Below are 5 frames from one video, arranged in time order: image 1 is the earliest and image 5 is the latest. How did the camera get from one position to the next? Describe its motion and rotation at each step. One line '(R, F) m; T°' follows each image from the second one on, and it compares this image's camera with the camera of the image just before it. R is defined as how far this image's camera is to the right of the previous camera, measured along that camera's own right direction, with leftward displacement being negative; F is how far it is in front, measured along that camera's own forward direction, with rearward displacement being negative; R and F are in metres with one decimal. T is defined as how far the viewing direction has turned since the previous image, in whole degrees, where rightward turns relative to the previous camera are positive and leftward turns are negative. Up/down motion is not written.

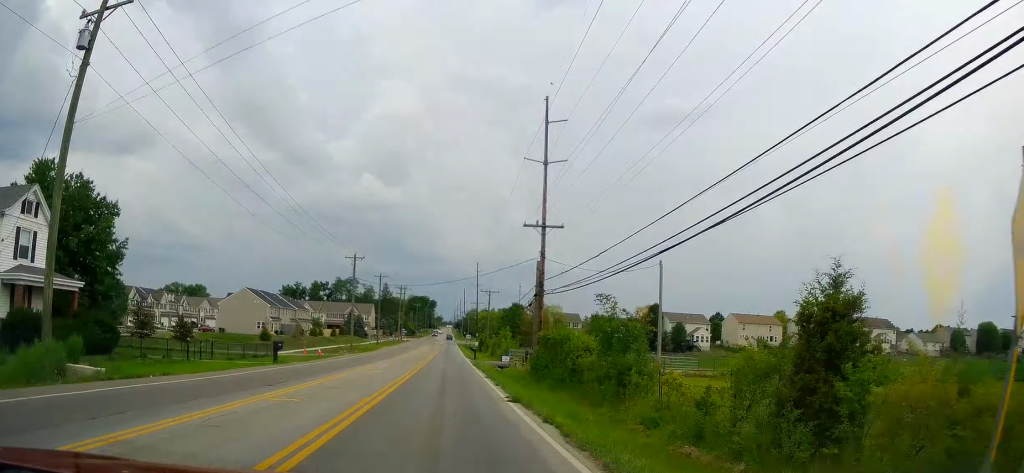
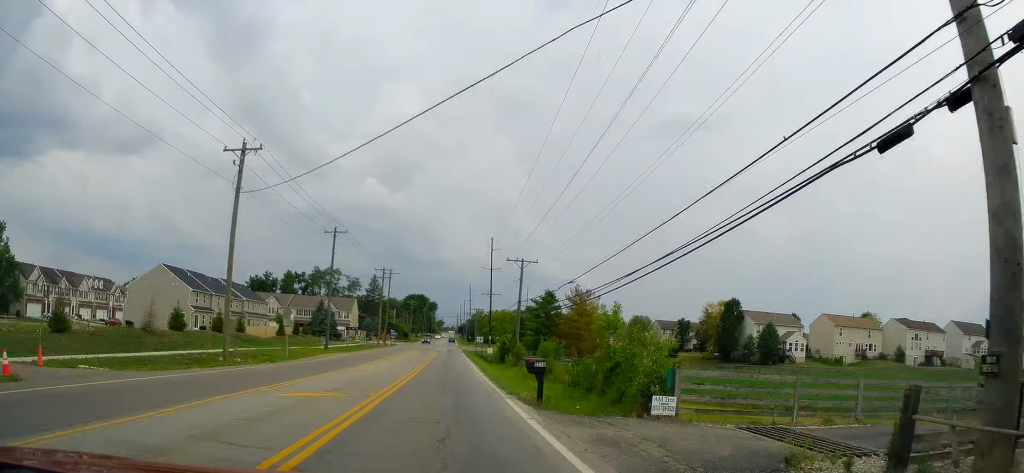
(+0.1, +42.4) m; -1°
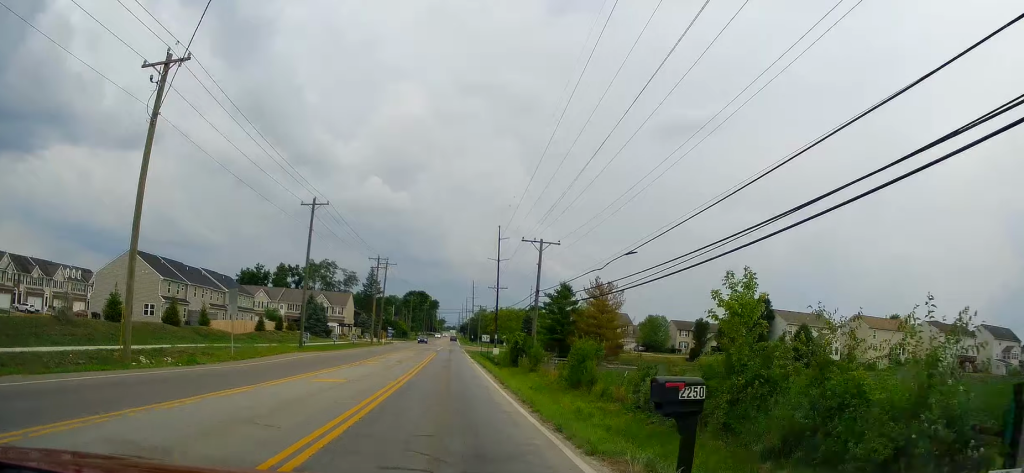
(-0.2, +10.7) m; -1°
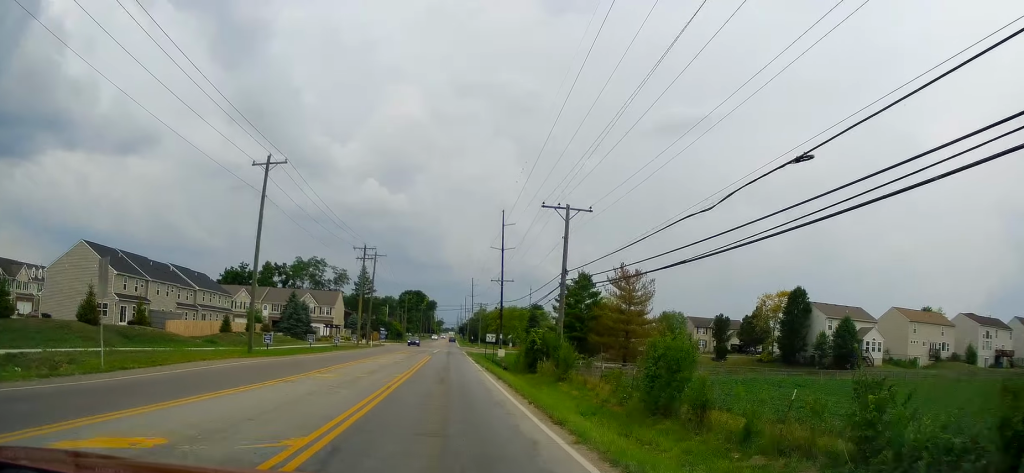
(0.0, +12.0) m; +1°
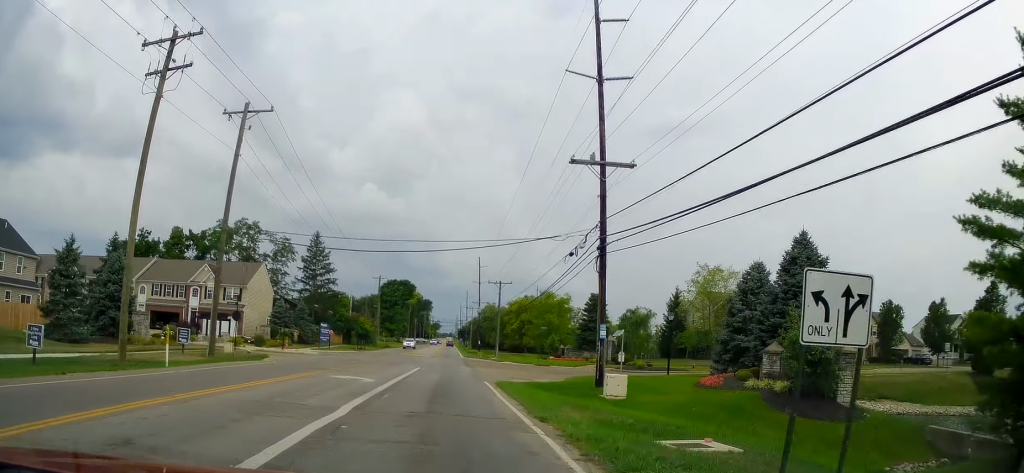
(+0.3, +58.3) m; -1°
